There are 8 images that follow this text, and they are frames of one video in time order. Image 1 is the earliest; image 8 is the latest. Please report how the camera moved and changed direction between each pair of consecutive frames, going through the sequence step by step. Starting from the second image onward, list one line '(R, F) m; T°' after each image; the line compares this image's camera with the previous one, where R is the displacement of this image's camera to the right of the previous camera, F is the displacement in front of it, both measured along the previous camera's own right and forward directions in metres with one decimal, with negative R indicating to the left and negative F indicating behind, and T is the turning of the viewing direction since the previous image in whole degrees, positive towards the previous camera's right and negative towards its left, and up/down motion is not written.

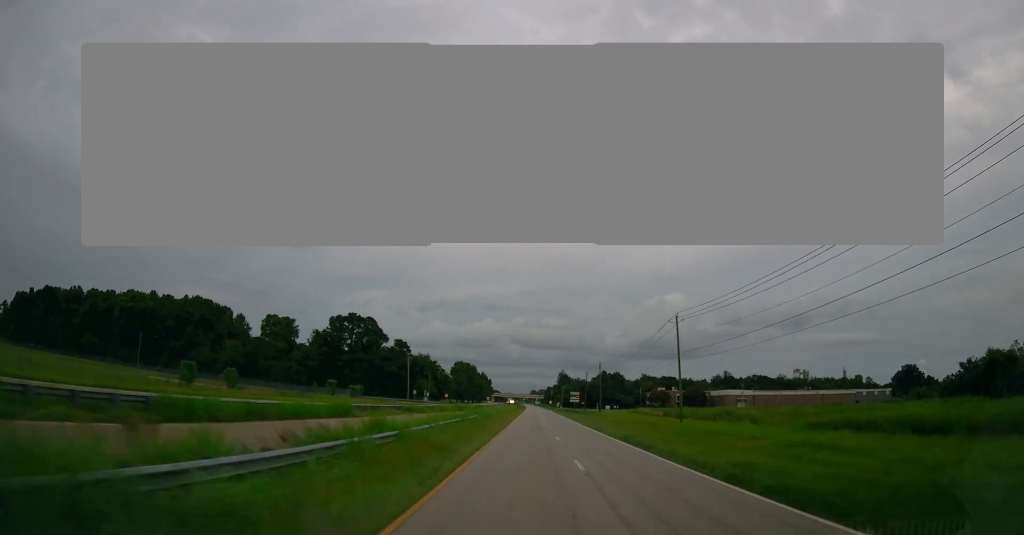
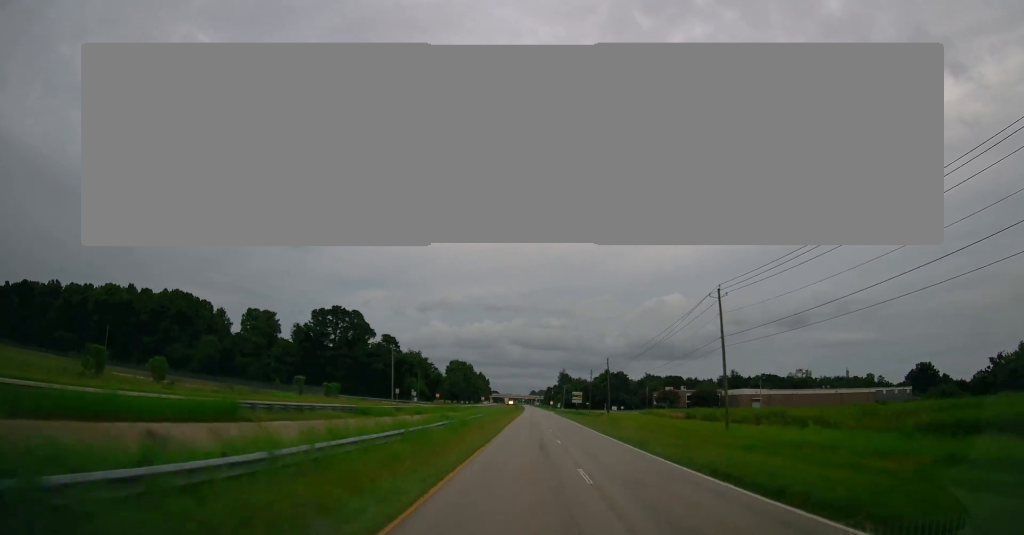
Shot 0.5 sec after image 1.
(0.0, +14.7) m; 0°
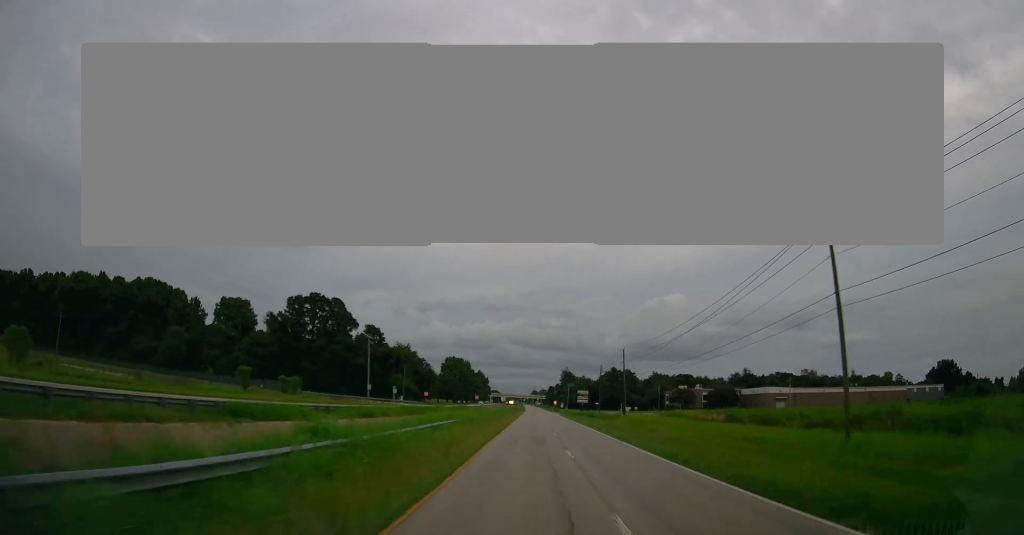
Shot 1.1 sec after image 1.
(0.0, +18.6) m; 0°
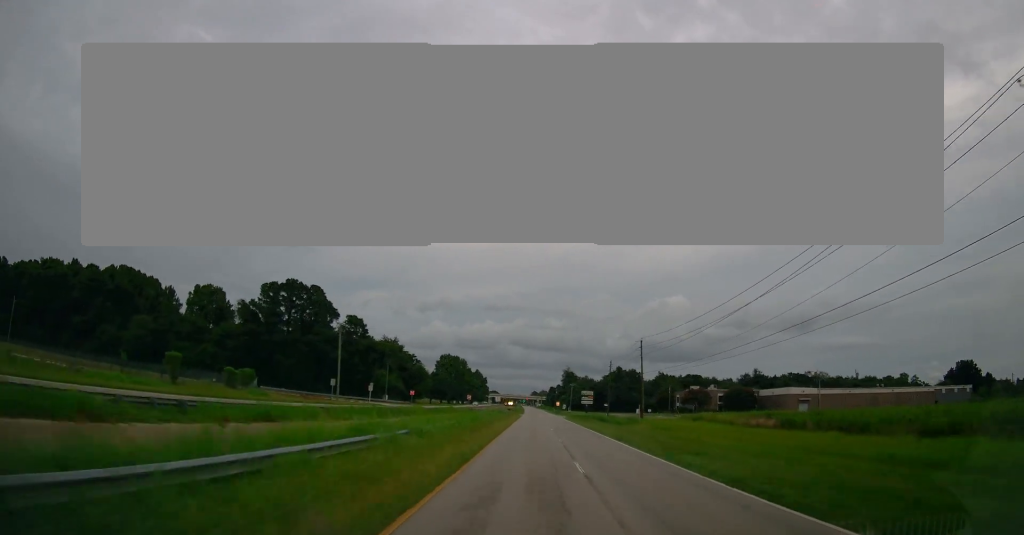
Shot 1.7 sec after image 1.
(0.0, +15.8) m; 0°
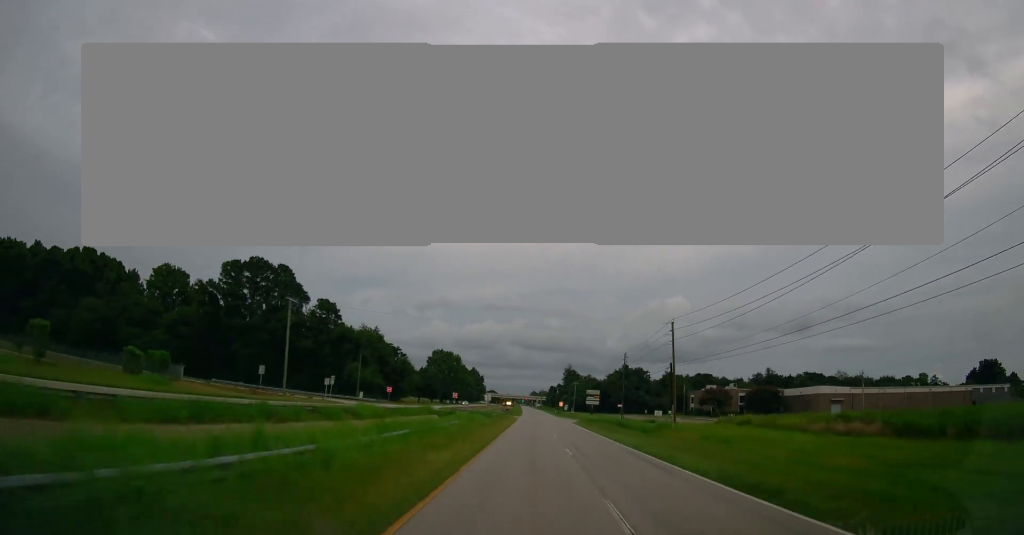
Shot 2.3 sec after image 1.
(0.0, +18.9) m; 0°
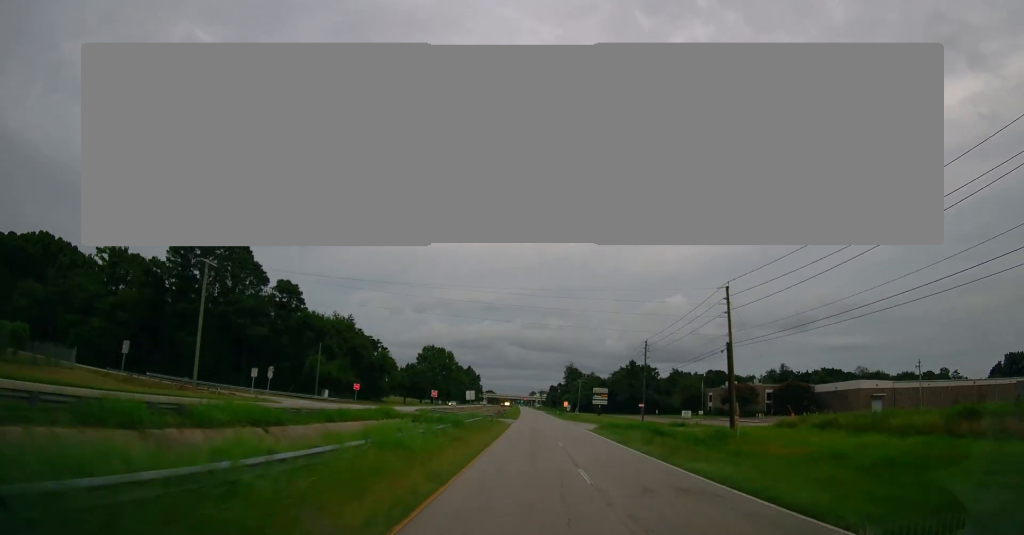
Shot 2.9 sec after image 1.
(0.0, +19.0) m; 0°
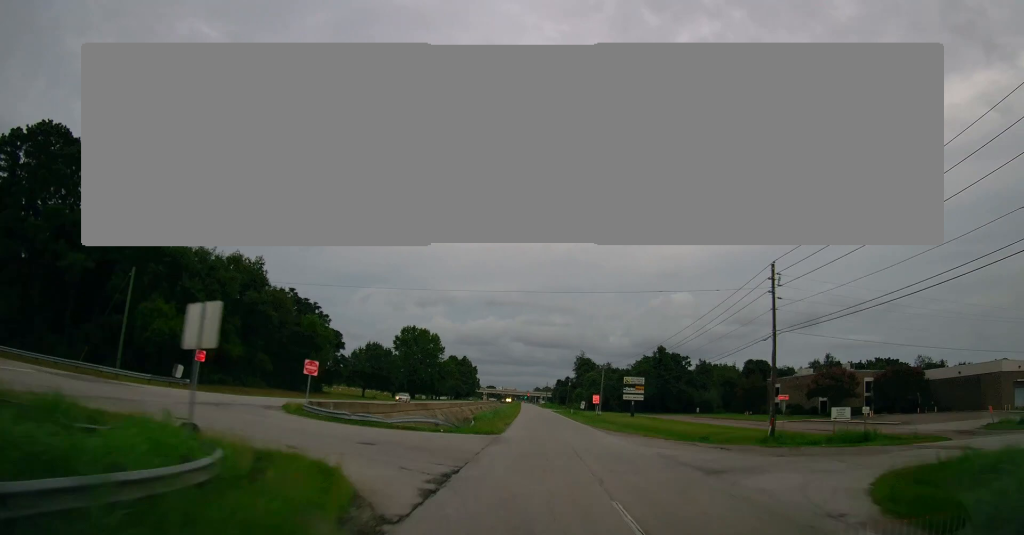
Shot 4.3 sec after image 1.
(+0.2, +42.4) m; 0°
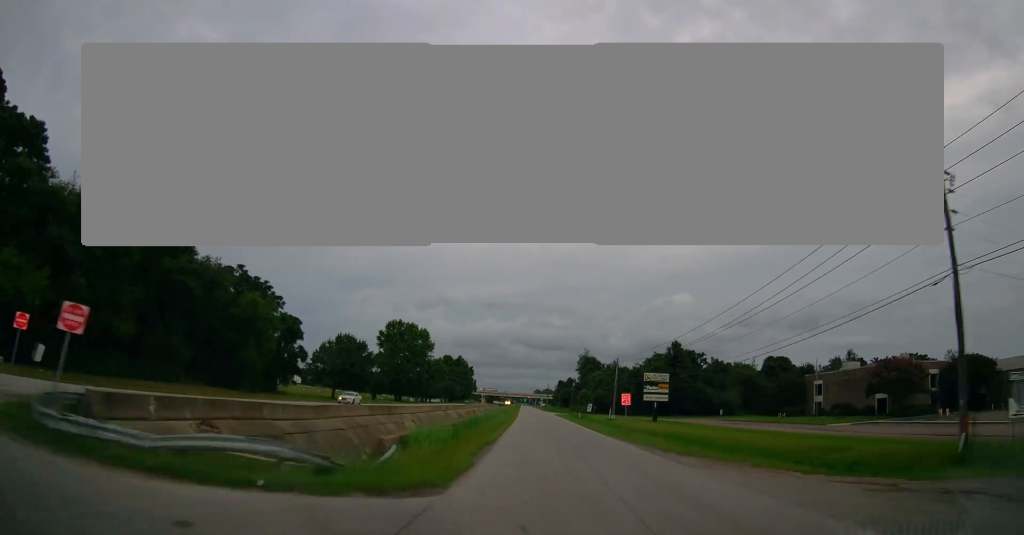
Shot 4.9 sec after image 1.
(+0.1, +18.2) m; 0°
